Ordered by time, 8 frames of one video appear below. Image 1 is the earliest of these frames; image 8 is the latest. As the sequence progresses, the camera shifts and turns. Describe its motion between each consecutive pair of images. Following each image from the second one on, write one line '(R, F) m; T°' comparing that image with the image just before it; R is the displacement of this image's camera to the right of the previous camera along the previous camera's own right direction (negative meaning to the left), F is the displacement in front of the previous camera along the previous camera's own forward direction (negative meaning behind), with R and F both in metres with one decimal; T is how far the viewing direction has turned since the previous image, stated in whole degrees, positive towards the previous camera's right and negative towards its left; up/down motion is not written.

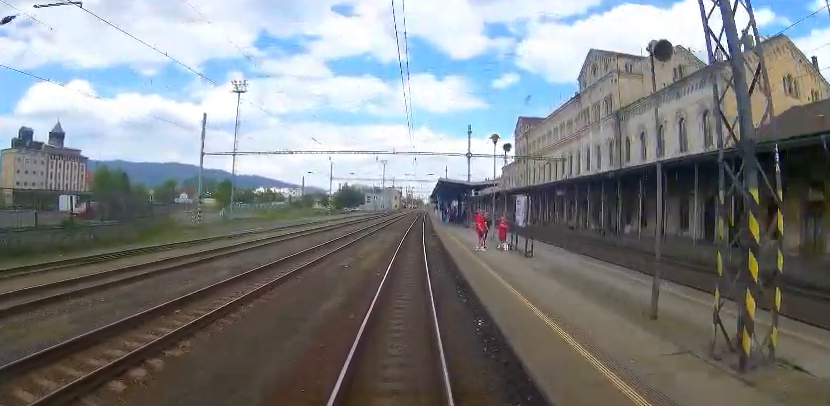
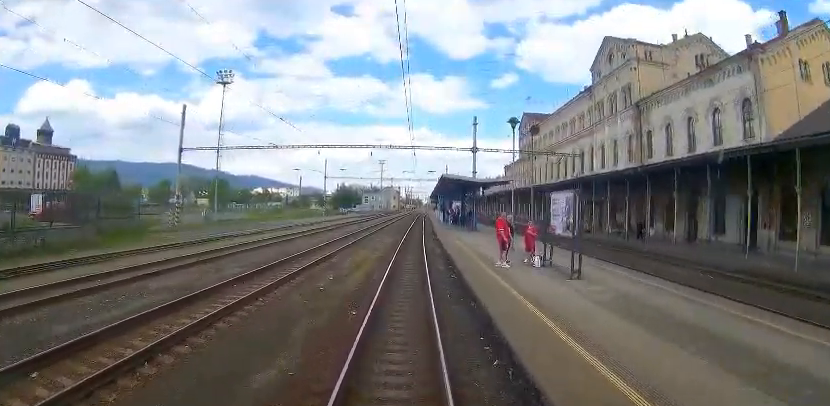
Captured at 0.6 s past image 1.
(+0.1, +5.4) m; +2°
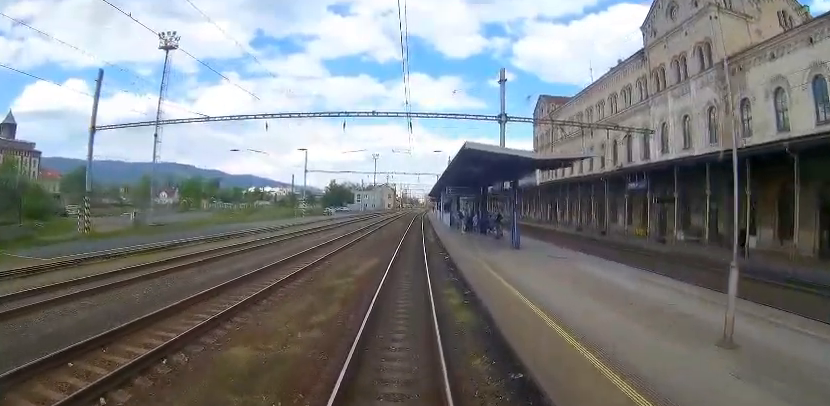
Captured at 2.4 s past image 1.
(+0.5, +15.8) m; +2°
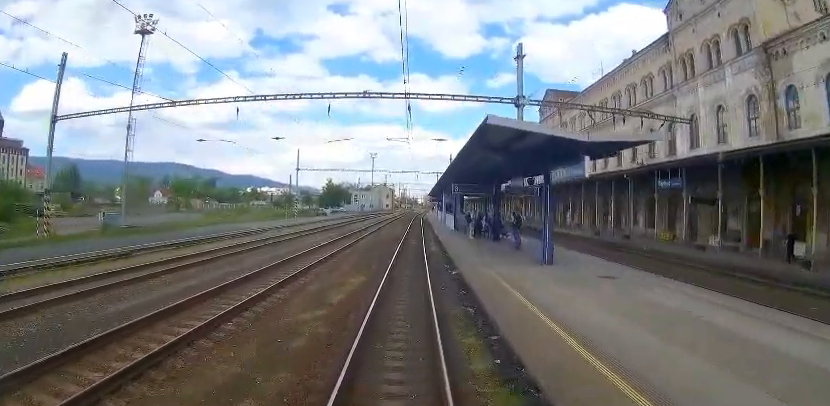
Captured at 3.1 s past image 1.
(0.0, +5.3) m; 0°
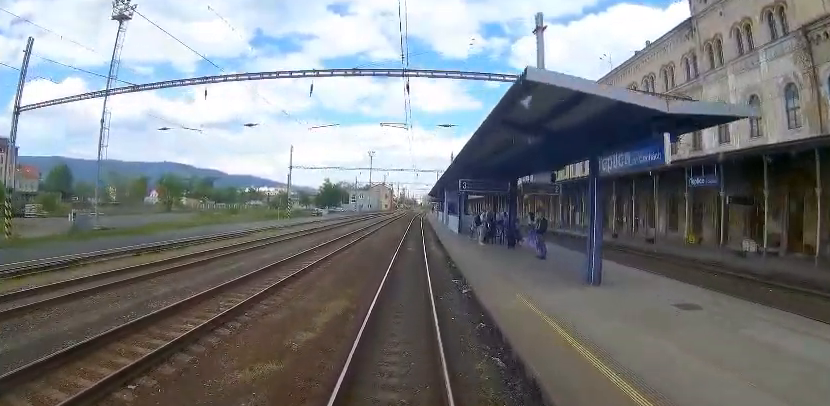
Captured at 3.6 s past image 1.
(0.0, +4.3) m; -1°
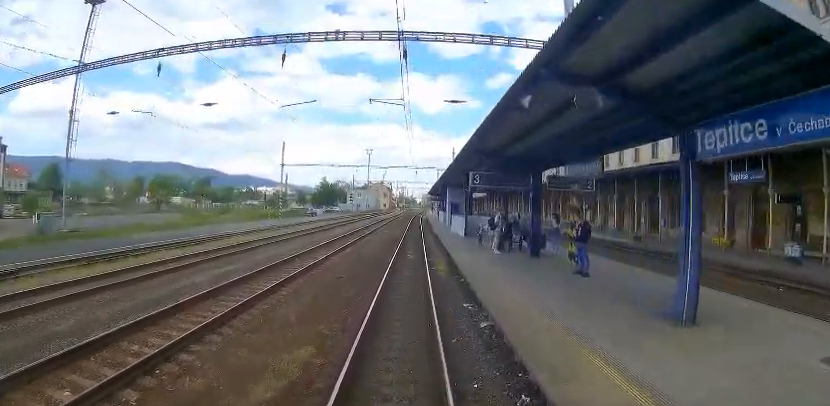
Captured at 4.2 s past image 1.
(0.0, +4.5) m; -1°
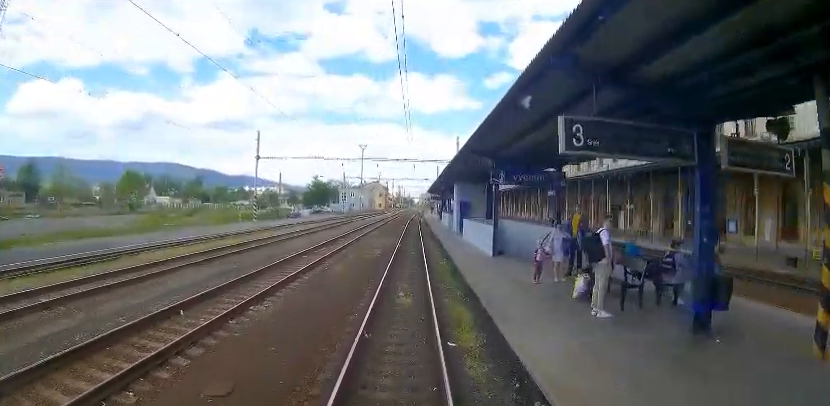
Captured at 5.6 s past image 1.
(-0.2, +11.1) m; +1°
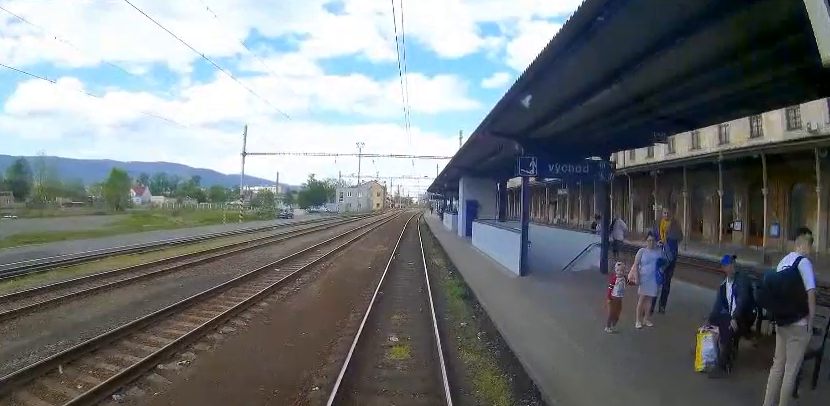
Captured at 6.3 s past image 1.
(+0.1, +4.7) m; +1°
